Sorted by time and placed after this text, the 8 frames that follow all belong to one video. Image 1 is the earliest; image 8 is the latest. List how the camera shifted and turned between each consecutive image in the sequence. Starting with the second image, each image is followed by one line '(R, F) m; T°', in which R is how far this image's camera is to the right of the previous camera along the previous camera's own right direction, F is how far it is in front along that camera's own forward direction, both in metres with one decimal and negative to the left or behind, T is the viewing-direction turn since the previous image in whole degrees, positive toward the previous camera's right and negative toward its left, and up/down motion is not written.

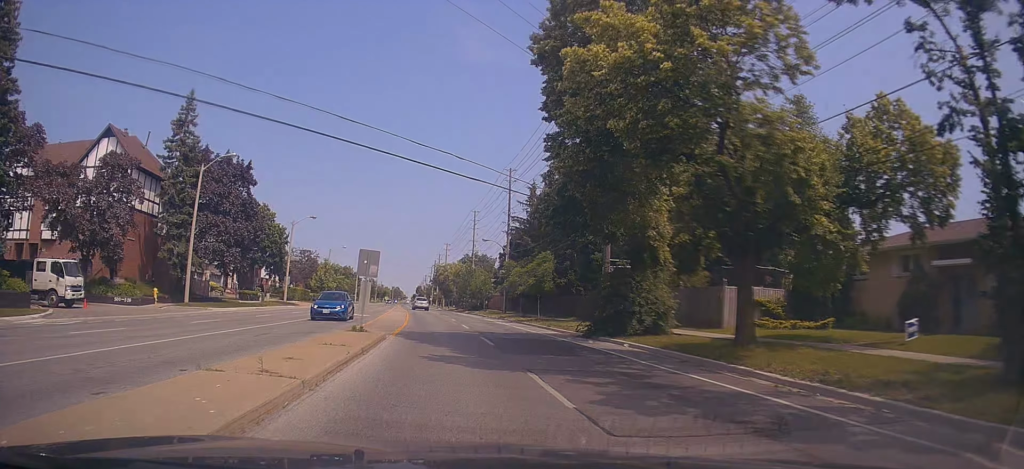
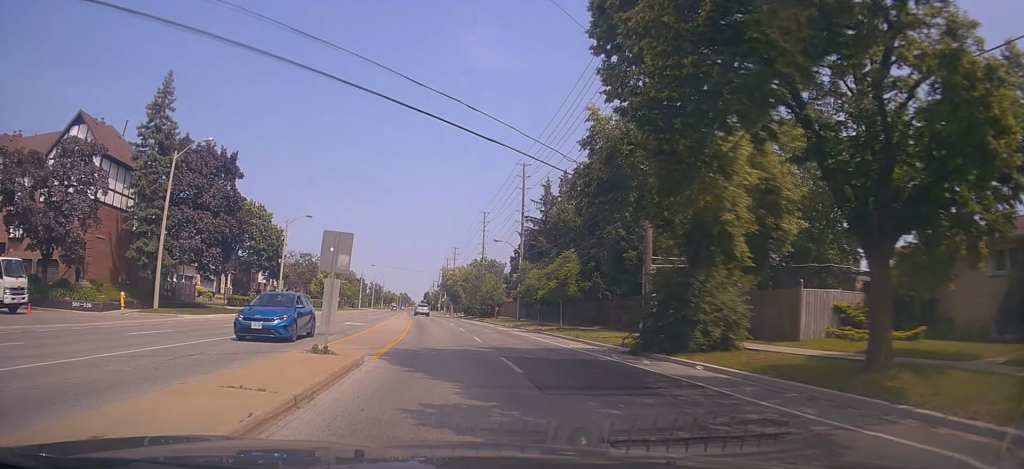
(+0.1, +5.1) m; 0°
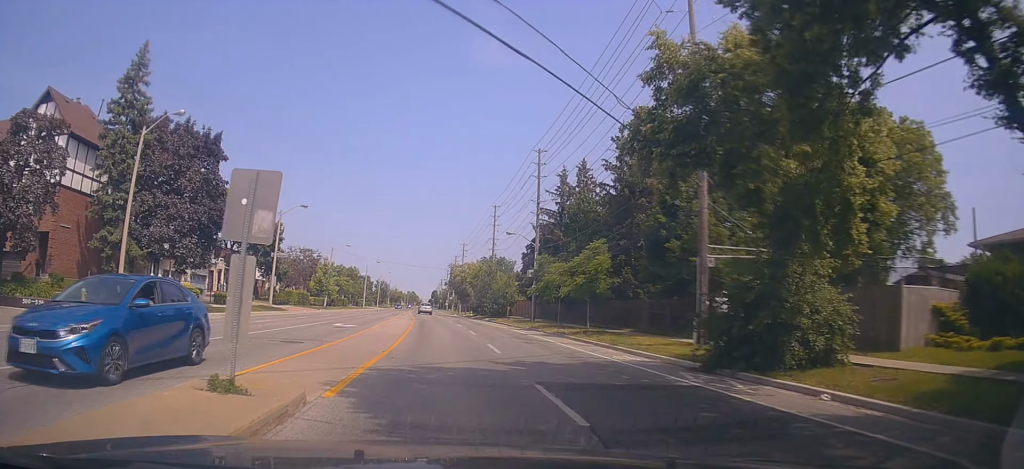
(0.0, +4.9) m; -2°
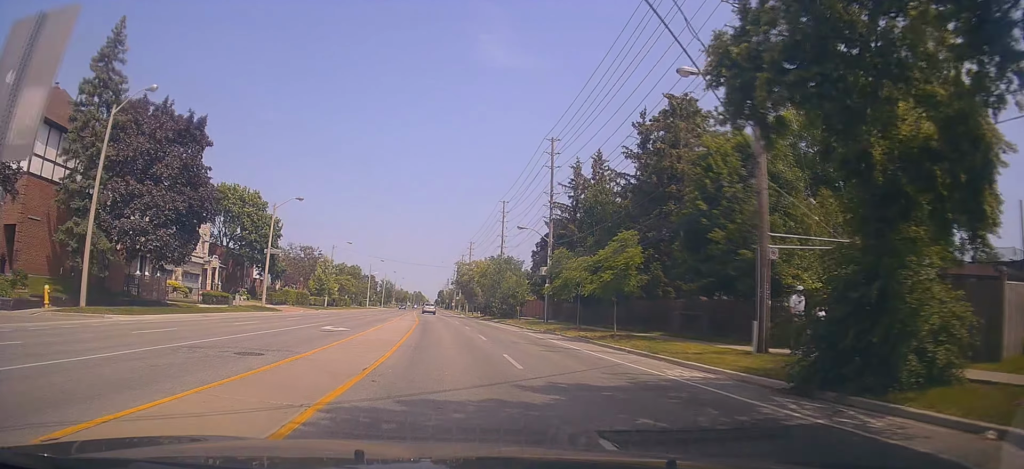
(+0.1, +3.6) m; -3°
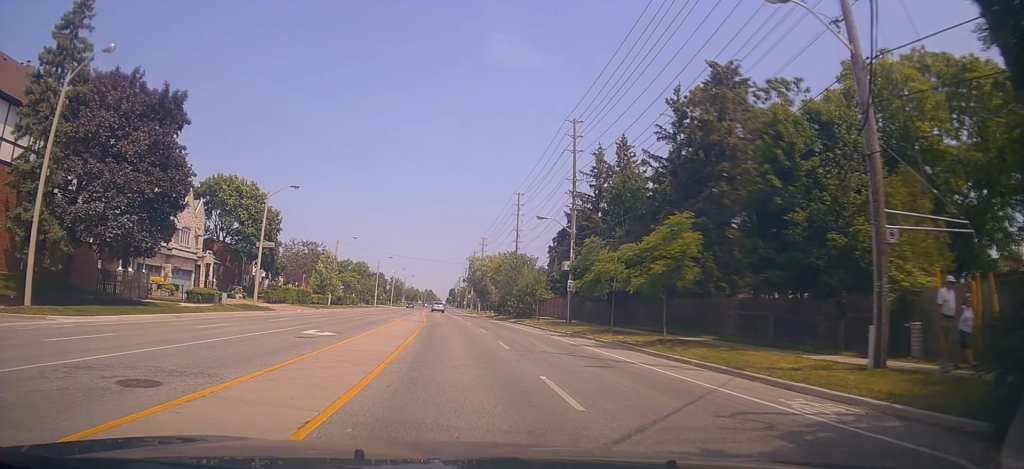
(-0.1, +4.5) m; -2°
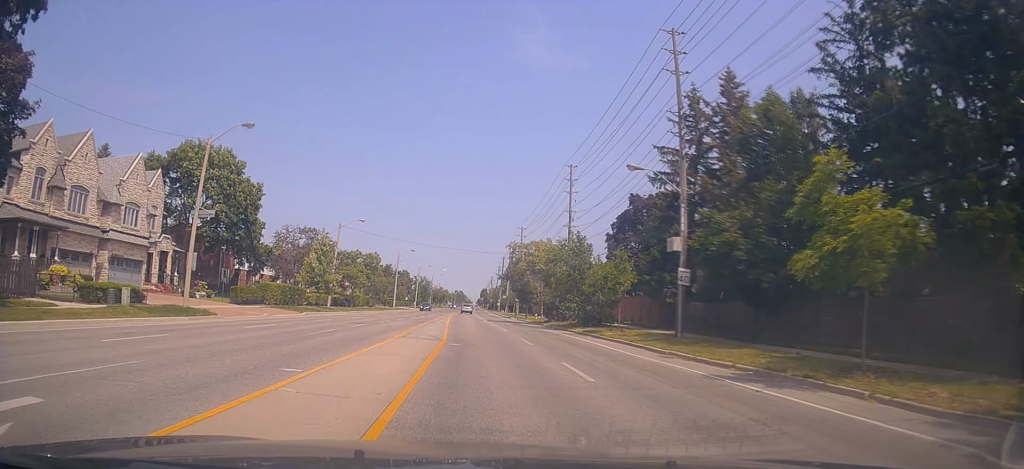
(+0.1, +16.1) m; +4°
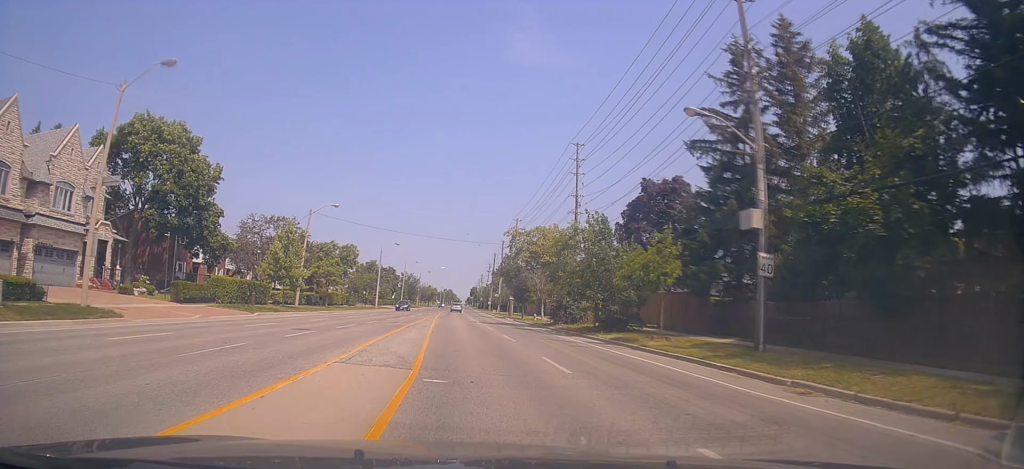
(-0.2, +8.2) m; -4°
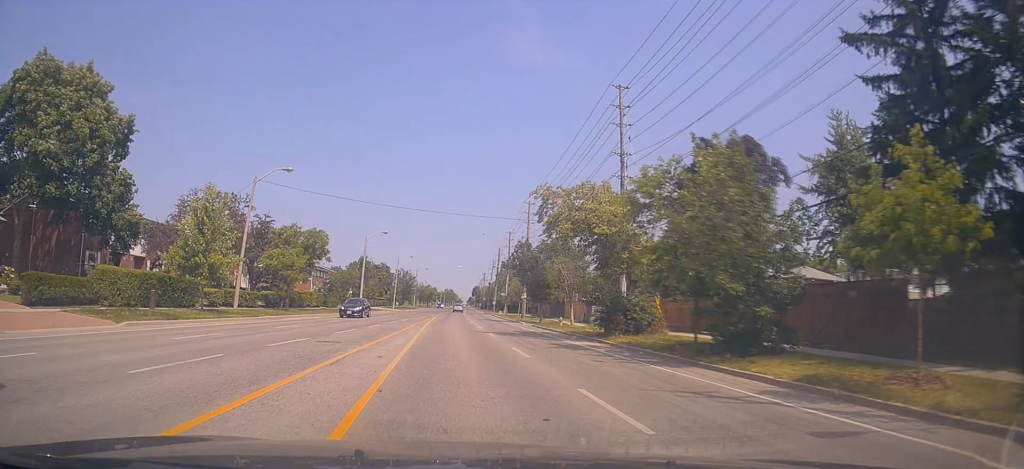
(-0.6, +14.5) m; 0°
